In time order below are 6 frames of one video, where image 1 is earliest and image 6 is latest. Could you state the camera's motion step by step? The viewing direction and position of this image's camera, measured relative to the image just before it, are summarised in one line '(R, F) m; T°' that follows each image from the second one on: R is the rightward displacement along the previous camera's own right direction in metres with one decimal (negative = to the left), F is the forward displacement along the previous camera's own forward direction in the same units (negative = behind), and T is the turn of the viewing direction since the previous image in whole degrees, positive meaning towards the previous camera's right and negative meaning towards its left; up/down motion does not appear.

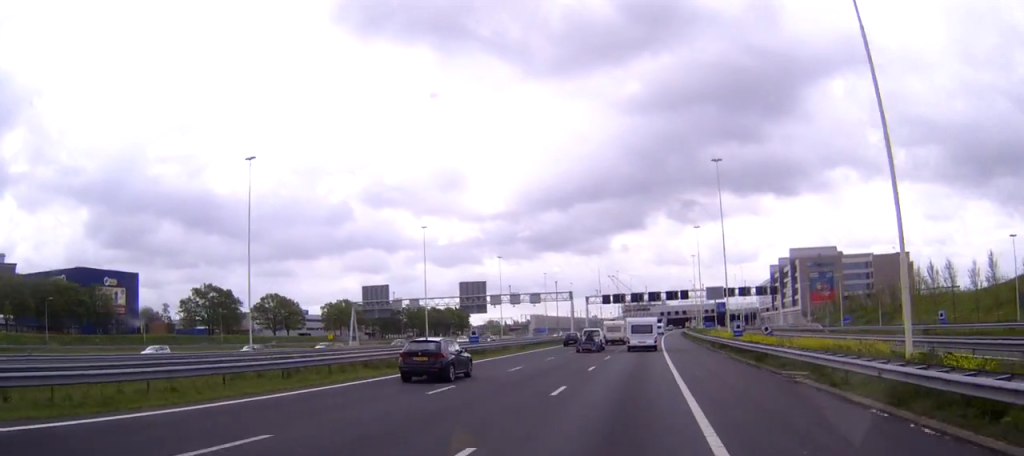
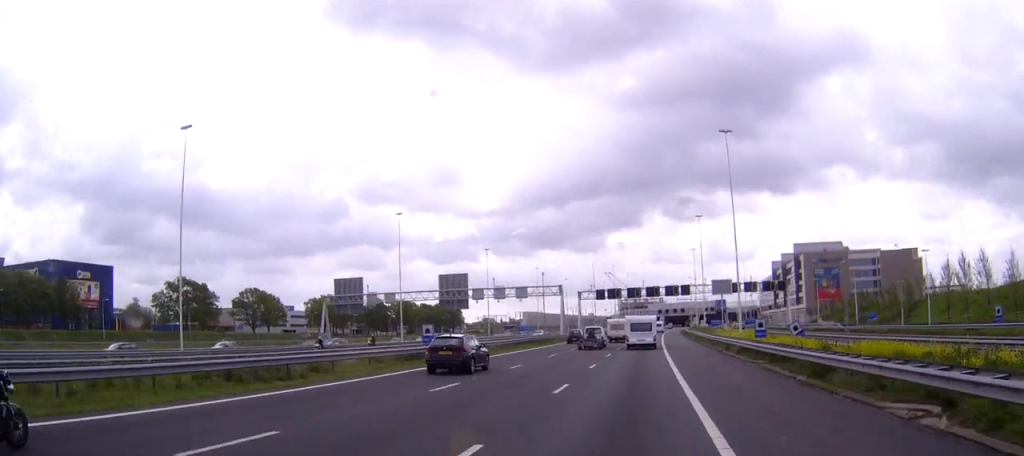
(0.0, +11.9) m; 0°
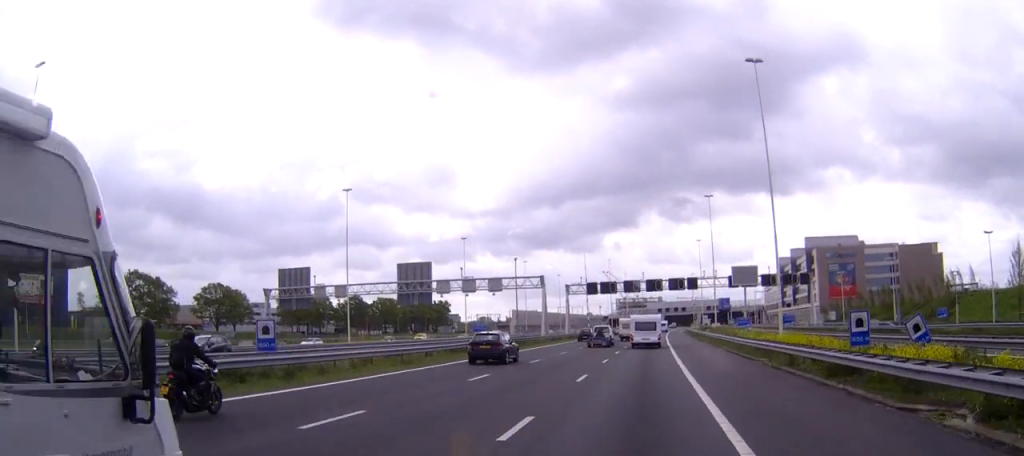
(+0.1, +20.9) m; 0°
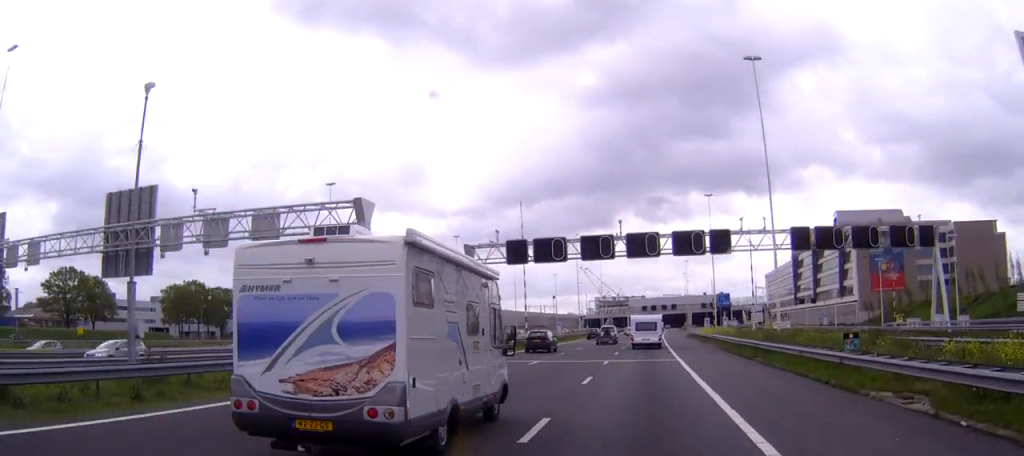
(+0.3, +58.3) m; +1°
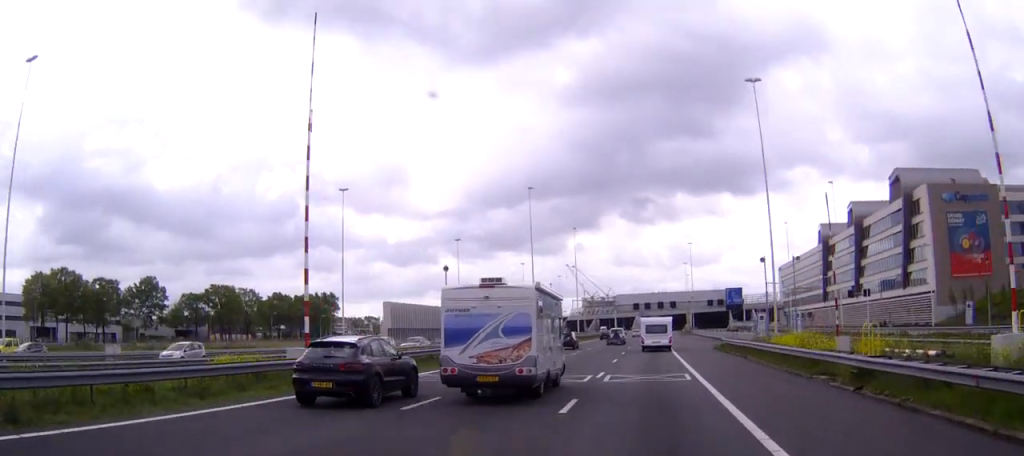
(+0.2, +52.2) m; +1°
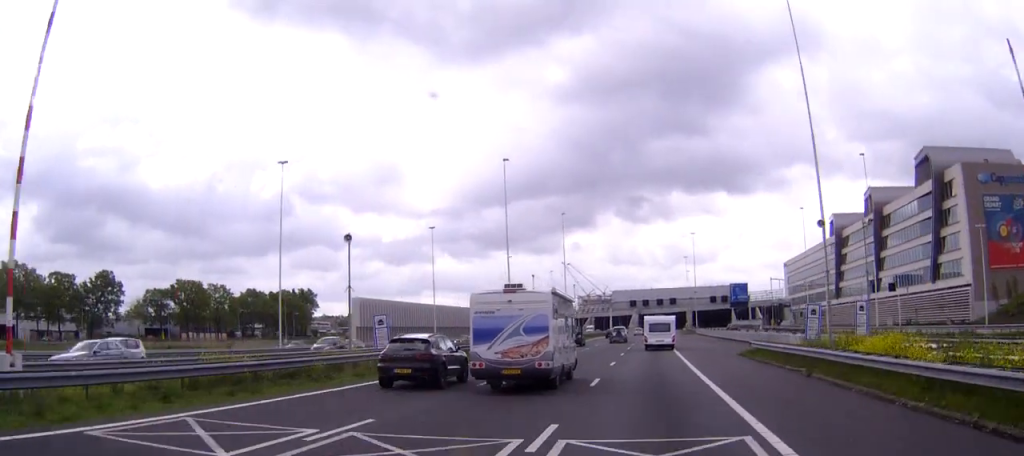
(+0.1, +16.2) m; 0°
